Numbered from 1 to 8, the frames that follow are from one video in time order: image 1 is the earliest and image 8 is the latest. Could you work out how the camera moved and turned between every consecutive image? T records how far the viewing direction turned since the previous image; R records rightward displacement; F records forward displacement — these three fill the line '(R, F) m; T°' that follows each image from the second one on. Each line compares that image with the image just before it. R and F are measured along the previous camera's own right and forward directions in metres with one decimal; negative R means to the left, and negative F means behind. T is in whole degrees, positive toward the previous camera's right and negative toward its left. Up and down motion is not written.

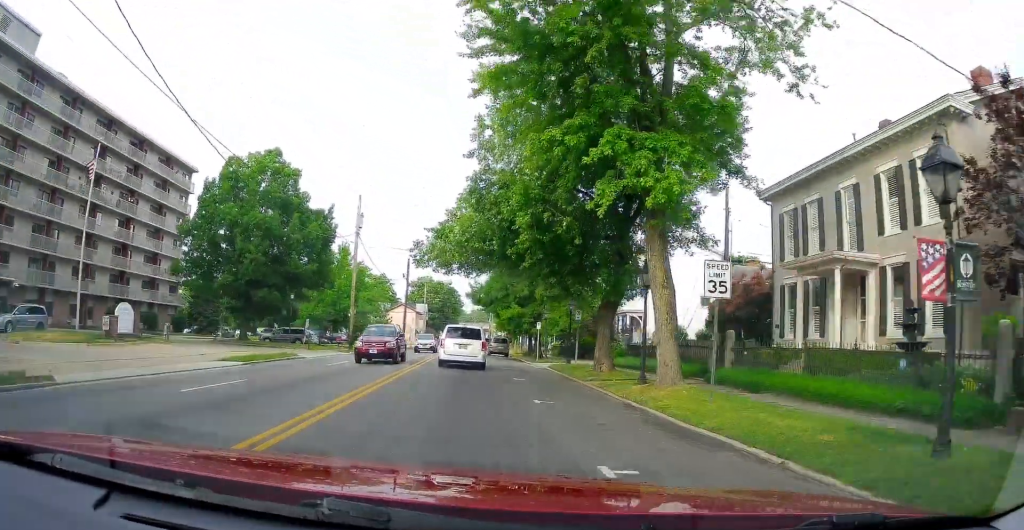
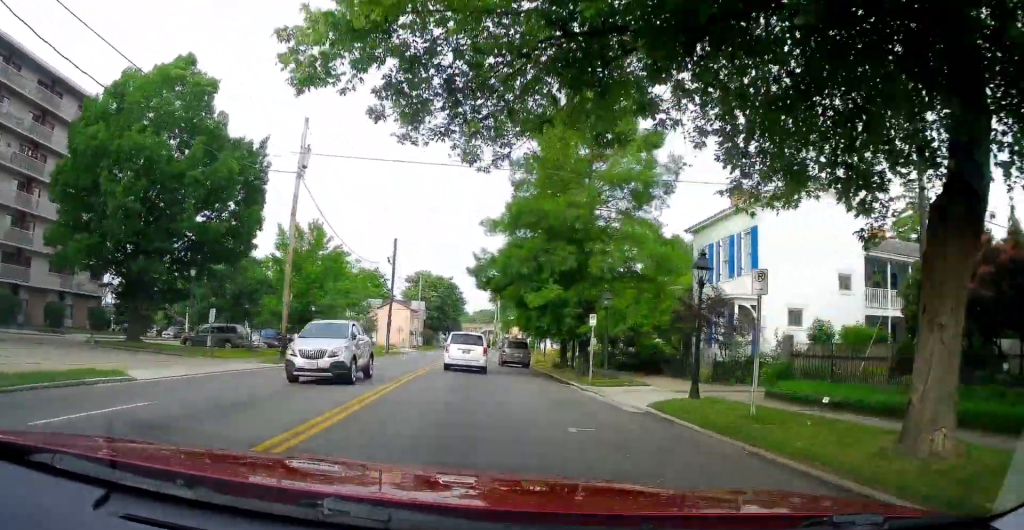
(0.0, +17.2) m; -1°
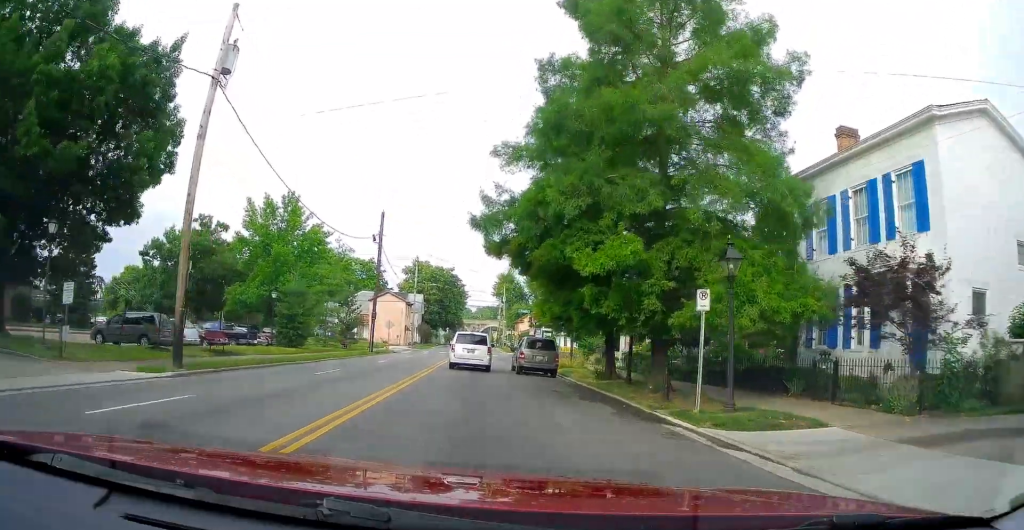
(-0.1, +11.2) m; 0°
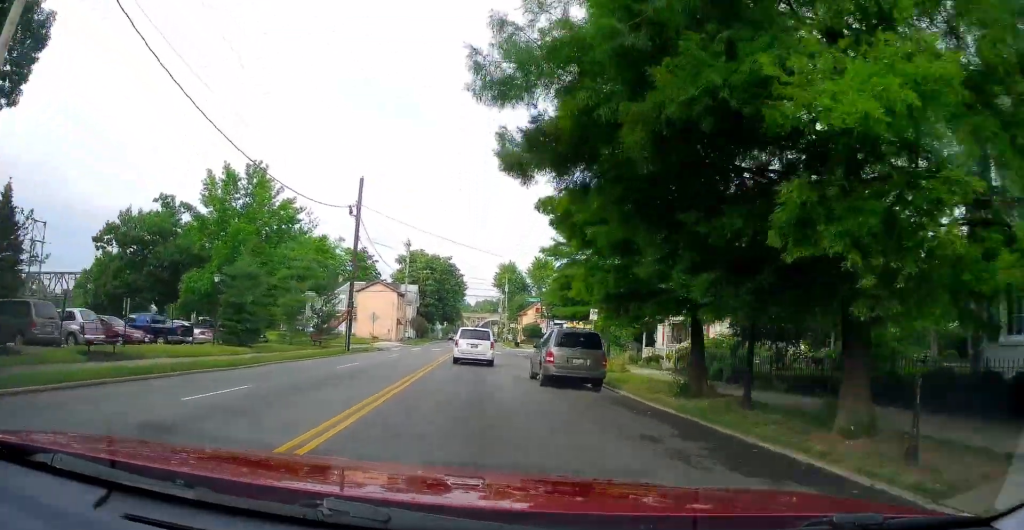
(0.0, +9.4) m; +1°
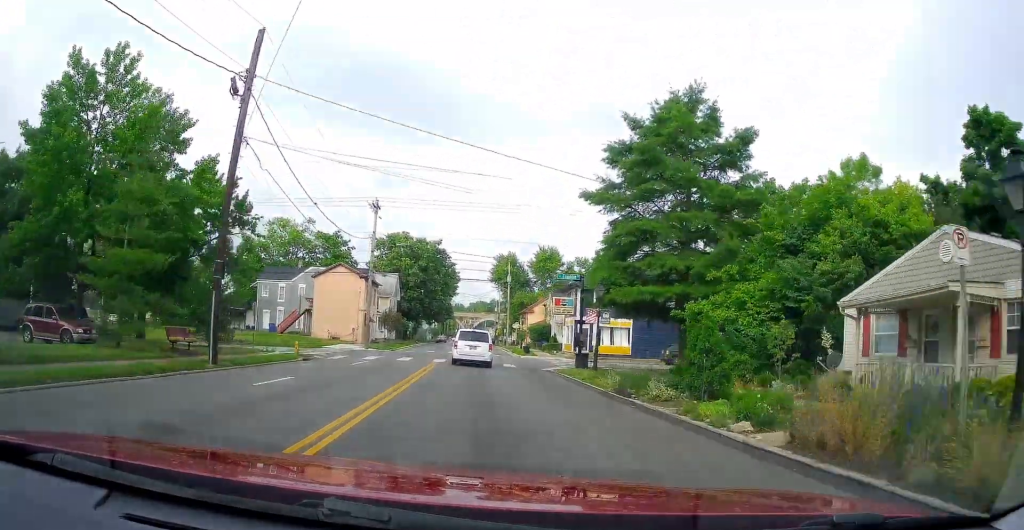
(+0.1, +20.7) m; 0°
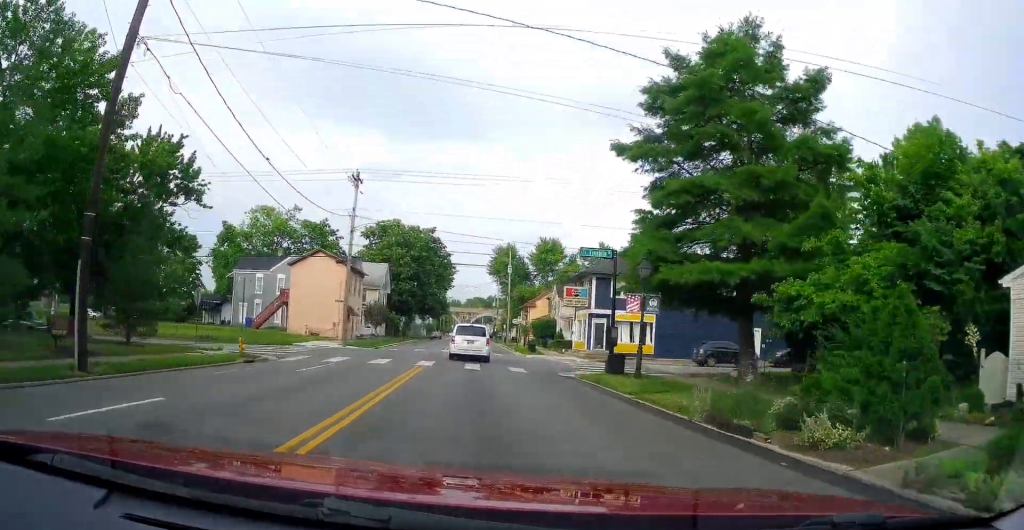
(-0.1, +7.3) m; 0°
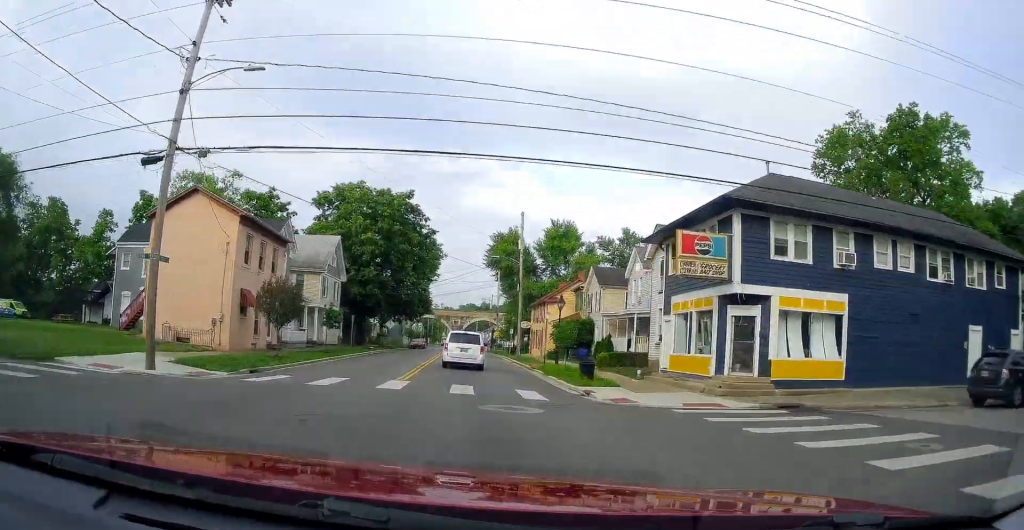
(+1.0, +24.8) m; +4°
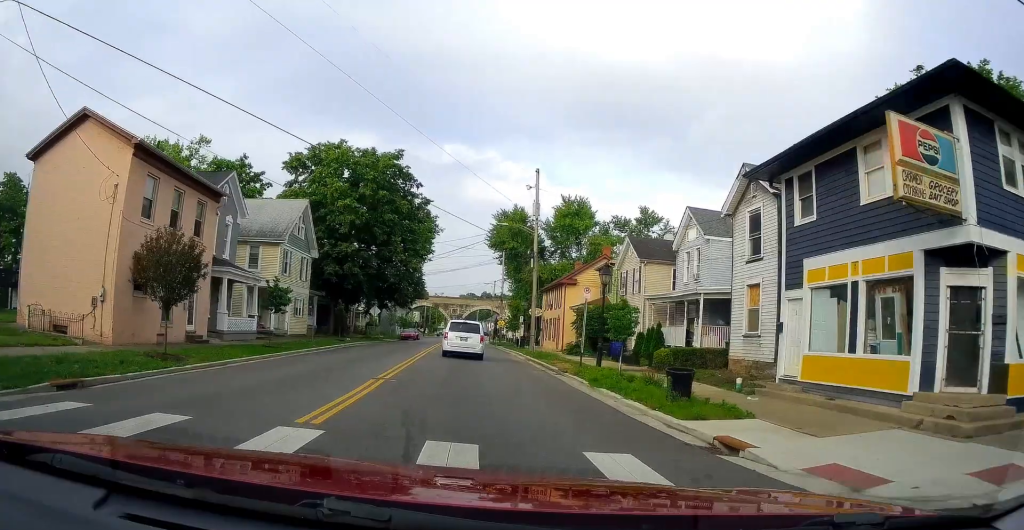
(+0.2, +10.7) m; 0°
